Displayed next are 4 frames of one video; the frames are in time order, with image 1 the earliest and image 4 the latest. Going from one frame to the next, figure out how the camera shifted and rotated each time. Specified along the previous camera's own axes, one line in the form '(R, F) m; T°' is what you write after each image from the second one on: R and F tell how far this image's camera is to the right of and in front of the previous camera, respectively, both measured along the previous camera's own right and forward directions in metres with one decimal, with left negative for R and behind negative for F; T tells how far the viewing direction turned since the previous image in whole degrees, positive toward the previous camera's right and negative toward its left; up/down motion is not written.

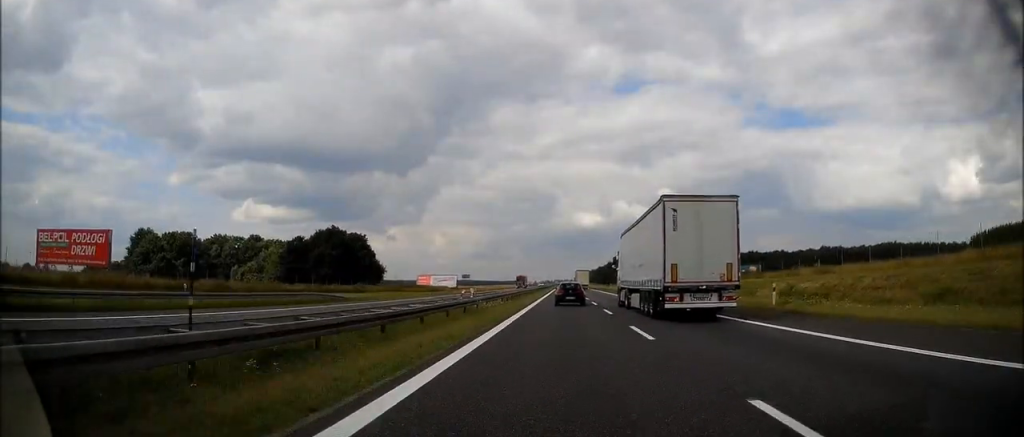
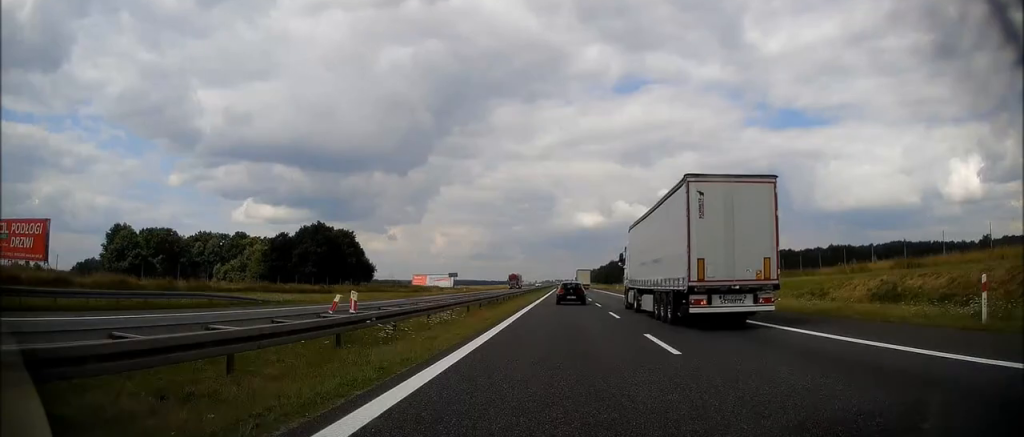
(+0.2, +15.1) m; 0°
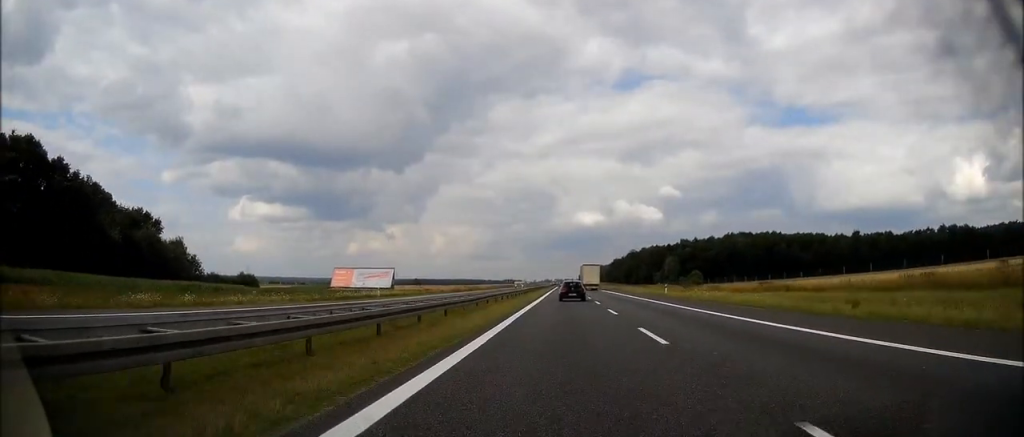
(-1.2, +152.9) m; 0°
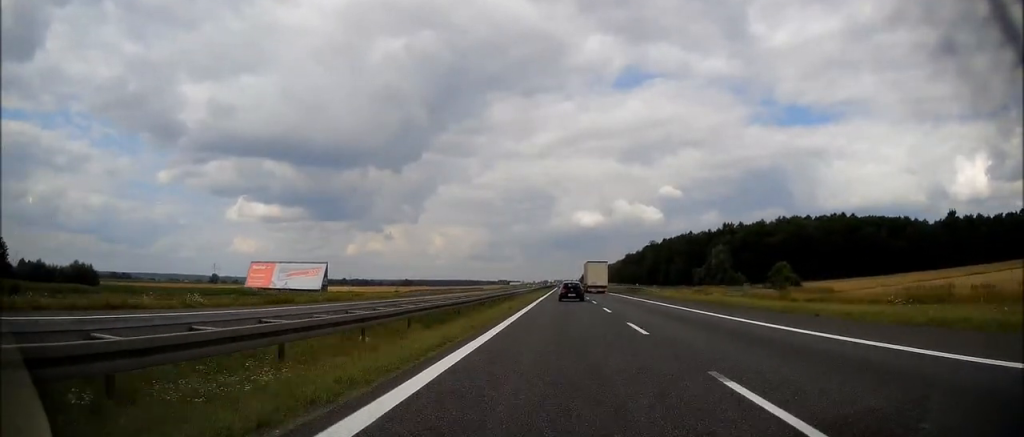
(+0.1, +79.8) m; +1°
